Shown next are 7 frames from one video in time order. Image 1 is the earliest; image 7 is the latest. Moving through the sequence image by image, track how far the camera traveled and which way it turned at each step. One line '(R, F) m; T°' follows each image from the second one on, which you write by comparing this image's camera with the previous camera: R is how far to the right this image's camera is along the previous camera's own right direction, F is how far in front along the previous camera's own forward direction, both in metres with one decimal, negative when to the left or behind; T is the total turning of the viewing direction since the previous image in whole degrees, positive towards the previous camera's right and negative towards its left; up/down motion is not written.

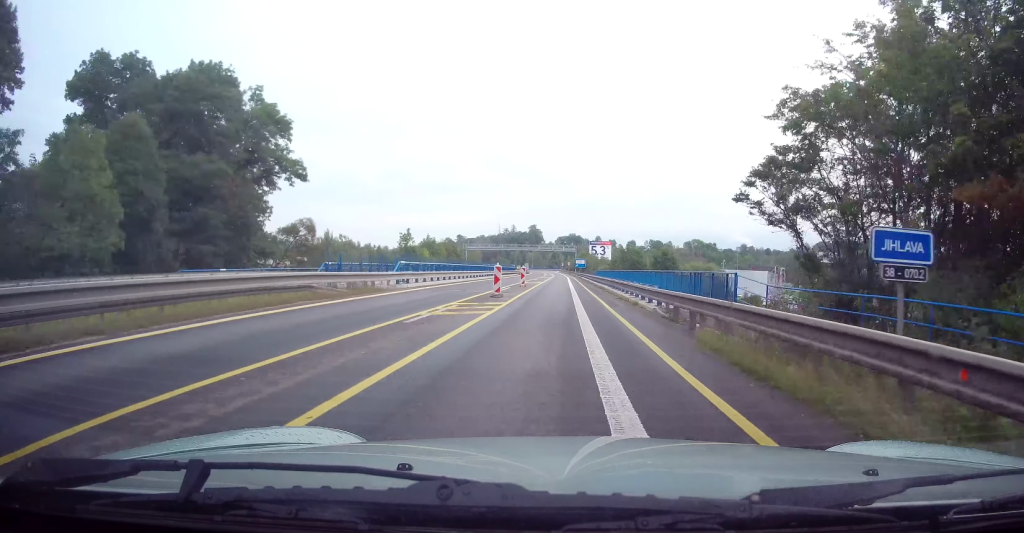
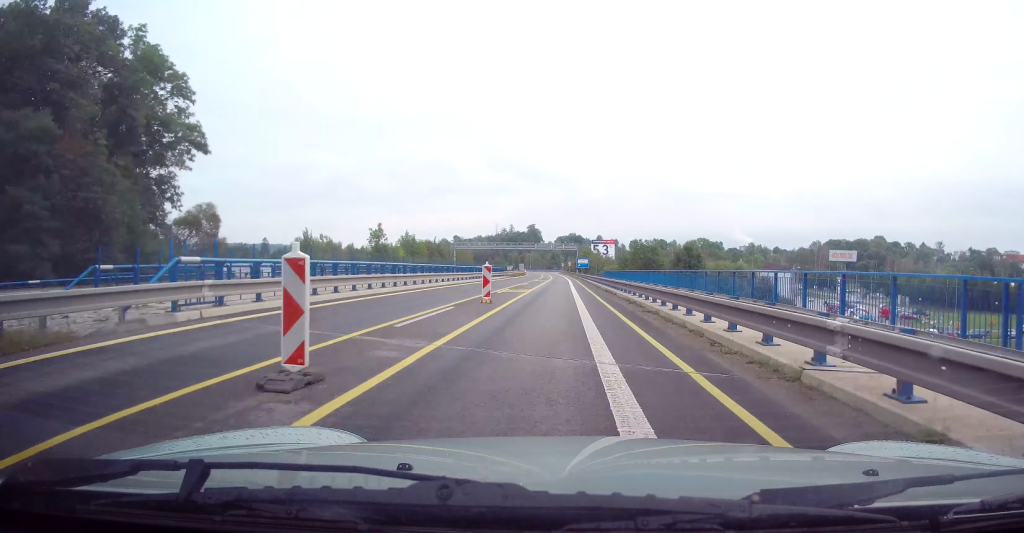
(+0.2, +18.4) m; 0°
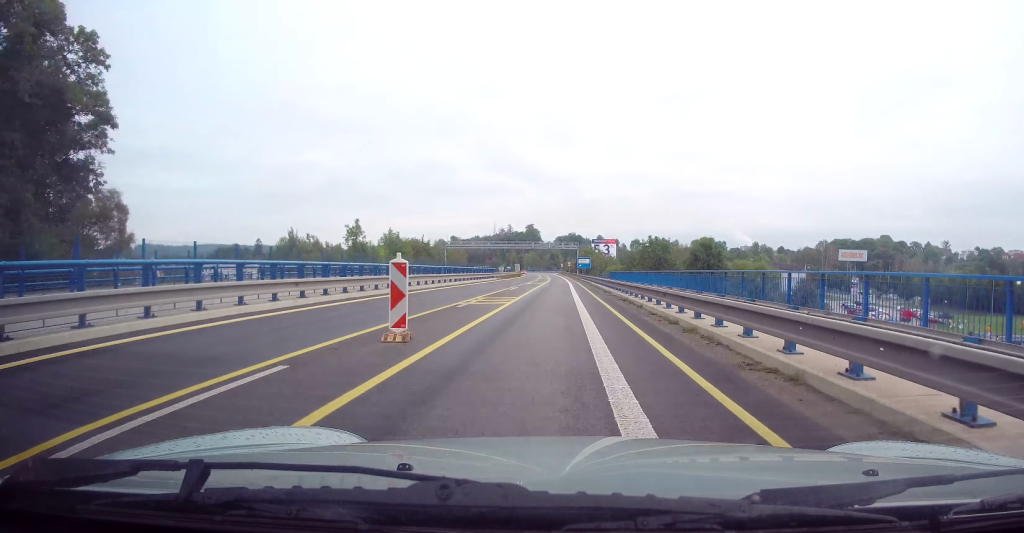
(-0.1, +11.1) m; 0°
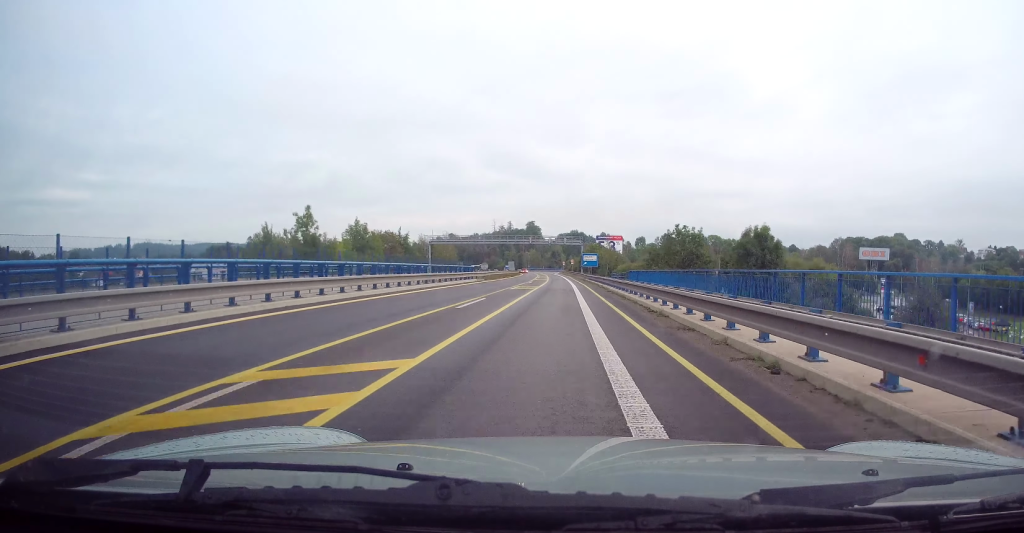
(0.0, +18.4) m; 0°
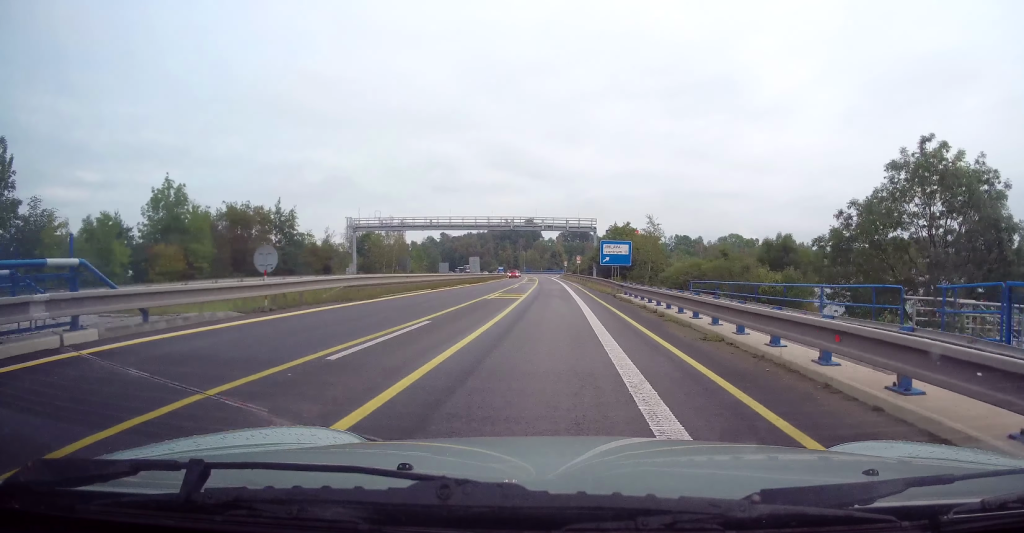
(+0.1, +45.5) m; +1°
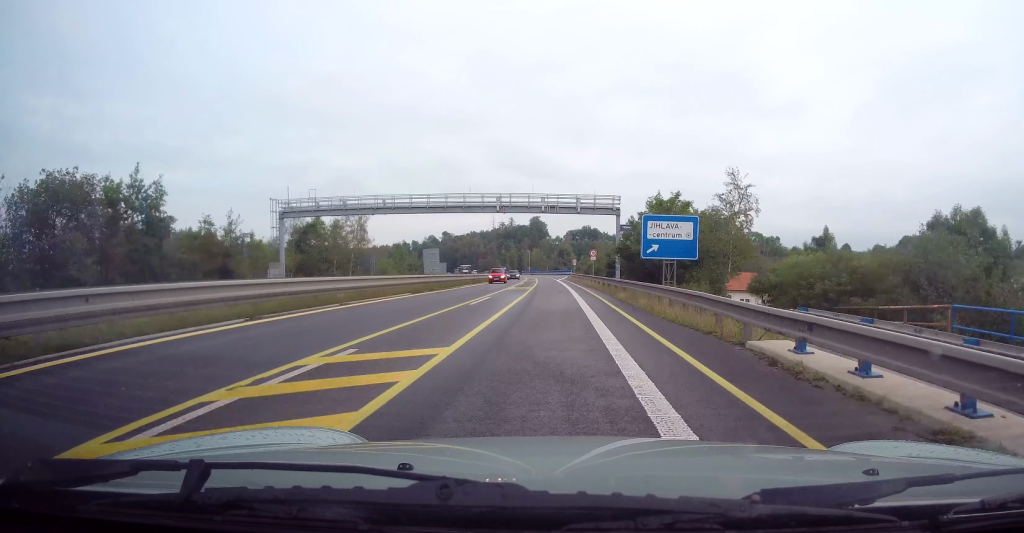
(0.0, +22.7) m; -1°
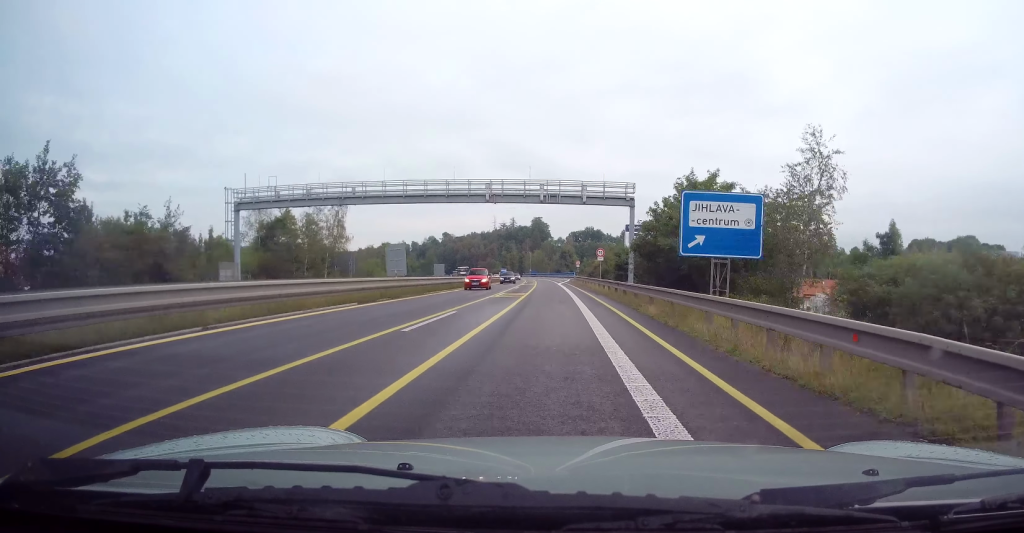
(-0.1, +9.1) m; 0°
